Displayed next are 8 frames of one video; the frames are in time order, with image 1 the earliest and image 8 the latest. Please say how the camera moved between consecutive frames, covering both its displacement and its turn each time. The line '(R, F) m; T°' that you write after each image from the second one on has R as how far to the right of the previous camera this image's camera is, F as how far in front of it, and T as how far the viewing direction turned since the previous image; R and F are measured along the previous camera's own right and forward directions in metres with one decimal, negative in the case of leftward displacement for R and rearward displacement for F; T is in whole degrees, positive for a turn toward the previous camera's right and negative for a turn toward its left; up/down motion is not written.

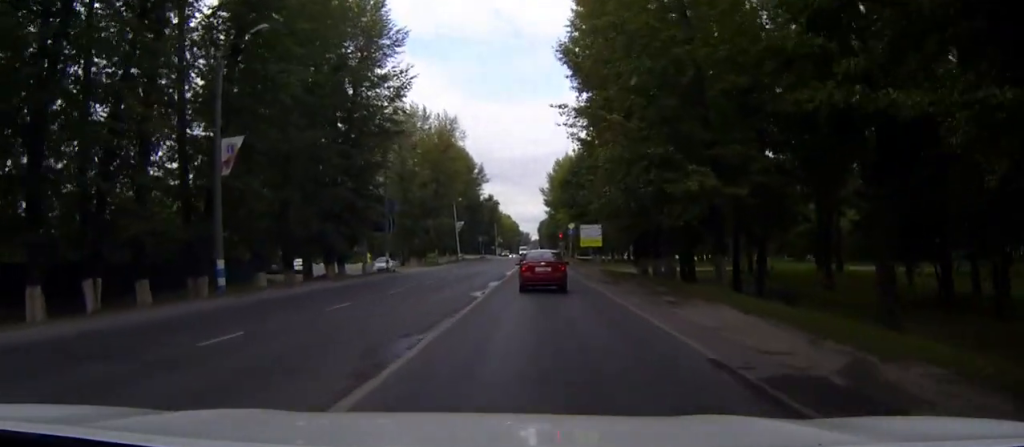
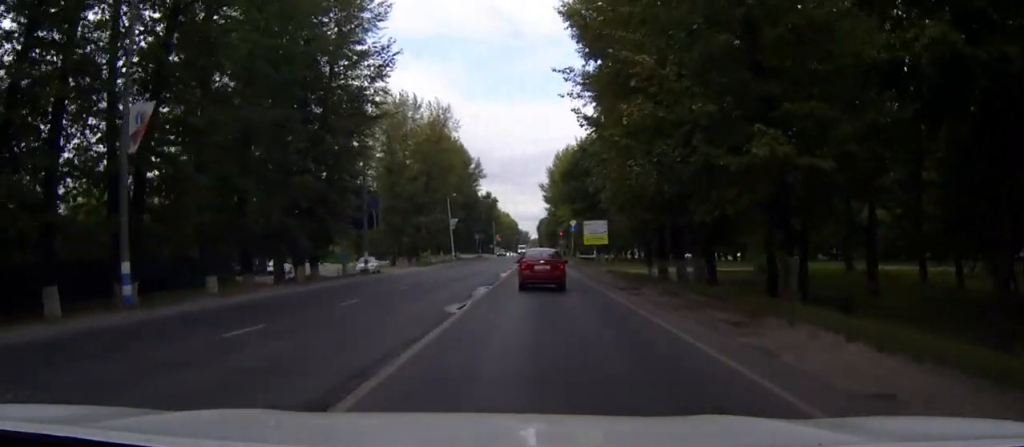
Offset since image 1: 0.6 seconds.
(+0.2, +6.8) m; 0°
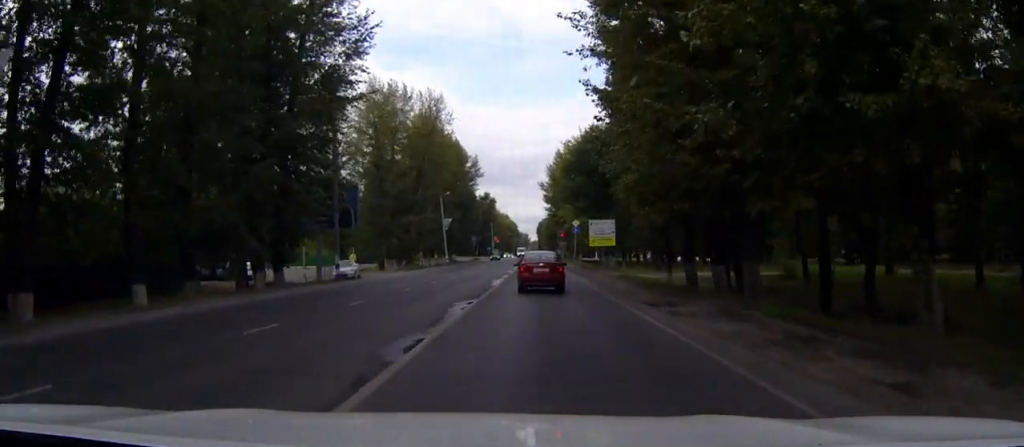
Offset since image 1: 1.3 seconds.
(-0.1, +7.1) m; -1°
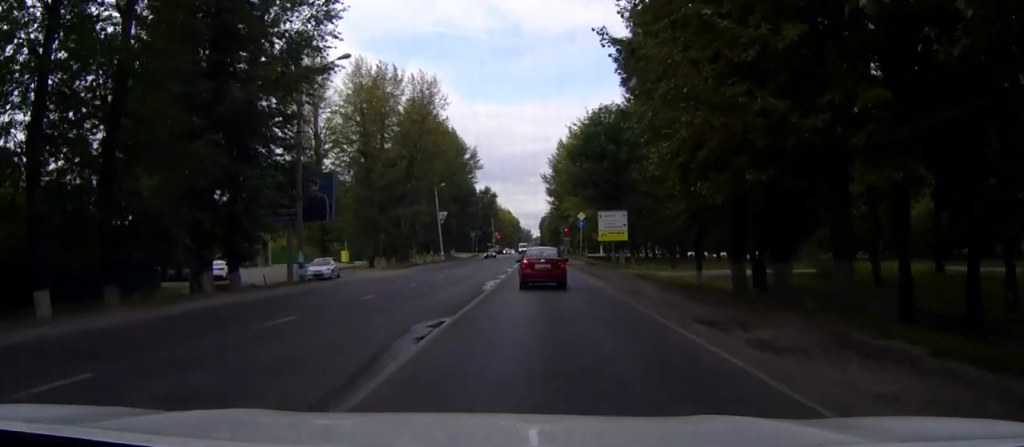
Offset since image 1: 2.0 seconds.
(-0.1, +7.1) m; -1°
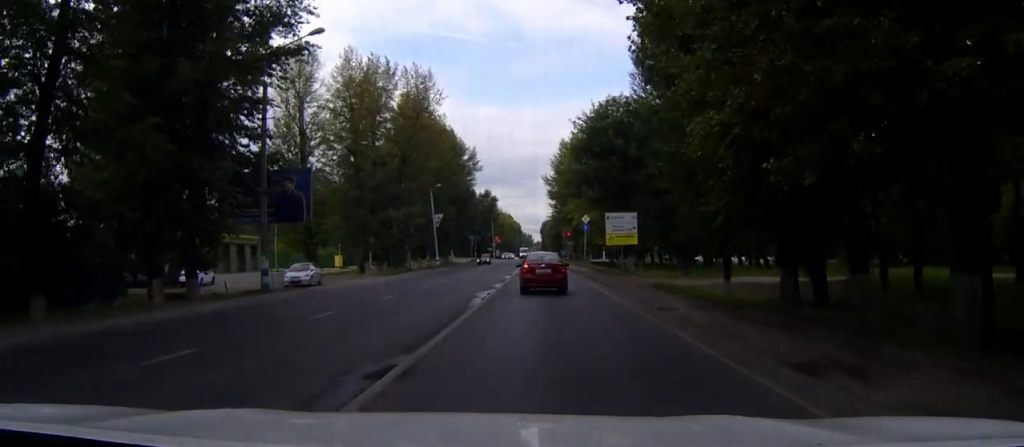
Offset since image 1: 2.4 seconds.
(-0.1, +5.0) m; -1°
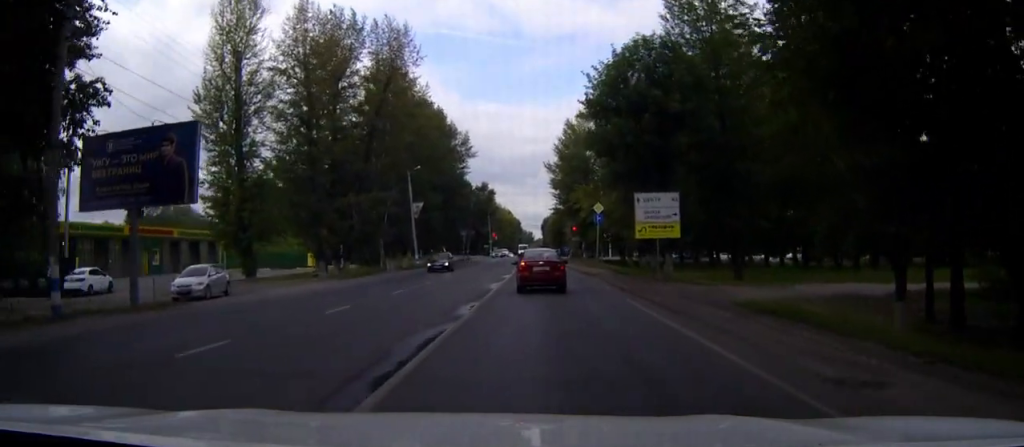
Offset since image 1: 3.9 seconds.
(-0.2, +15.1) m; -1°
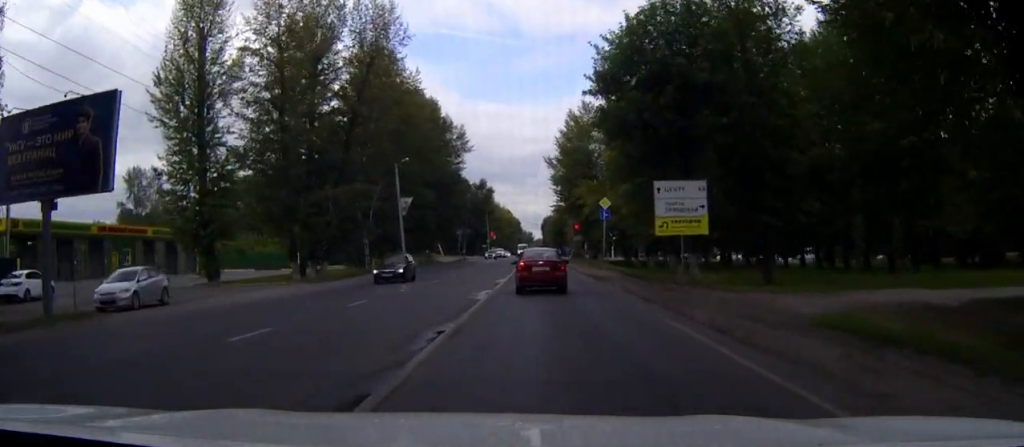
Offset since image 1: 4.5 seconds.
(0.0, +6.1) m; 0°
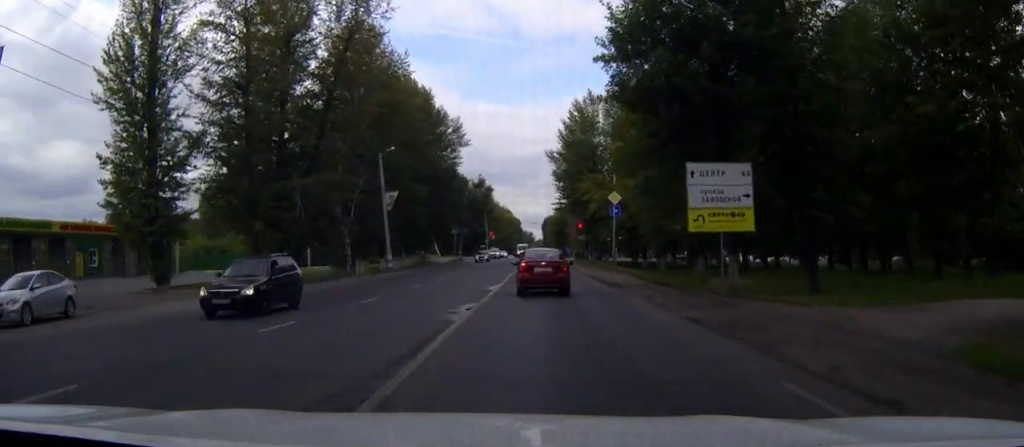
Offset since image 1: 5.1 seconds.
(0.0, +6.6) m; 0°
